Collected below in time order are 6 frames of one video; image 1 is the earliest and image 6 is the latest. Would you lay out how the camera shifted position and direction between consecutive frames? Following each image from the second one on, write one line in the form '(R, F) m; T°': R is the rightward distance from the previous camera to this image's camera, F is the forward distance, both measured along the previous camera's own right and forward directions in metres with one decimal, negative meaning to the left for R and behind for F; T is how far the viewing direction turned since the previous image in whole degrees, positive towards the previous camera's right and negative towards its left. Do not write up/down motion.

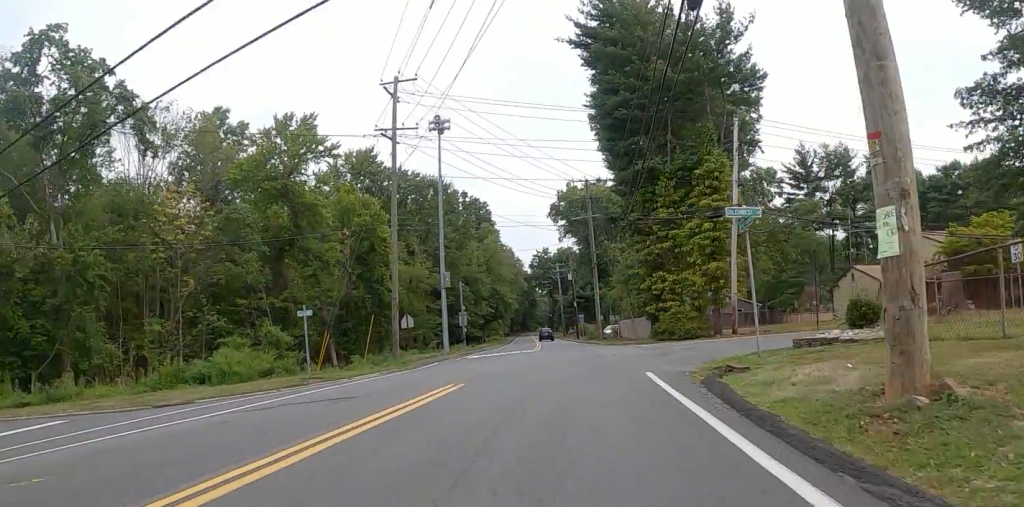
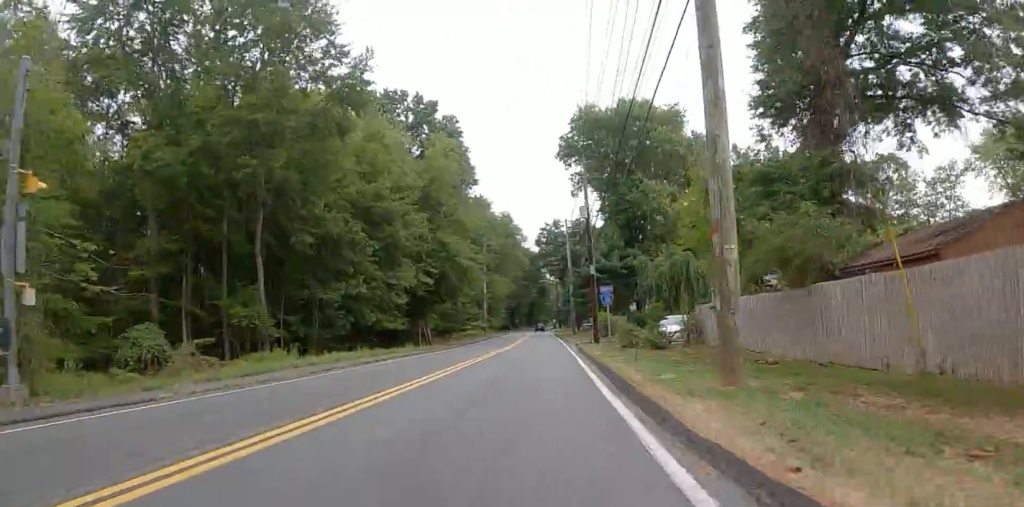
(-0.8, +41.3) m; -3°
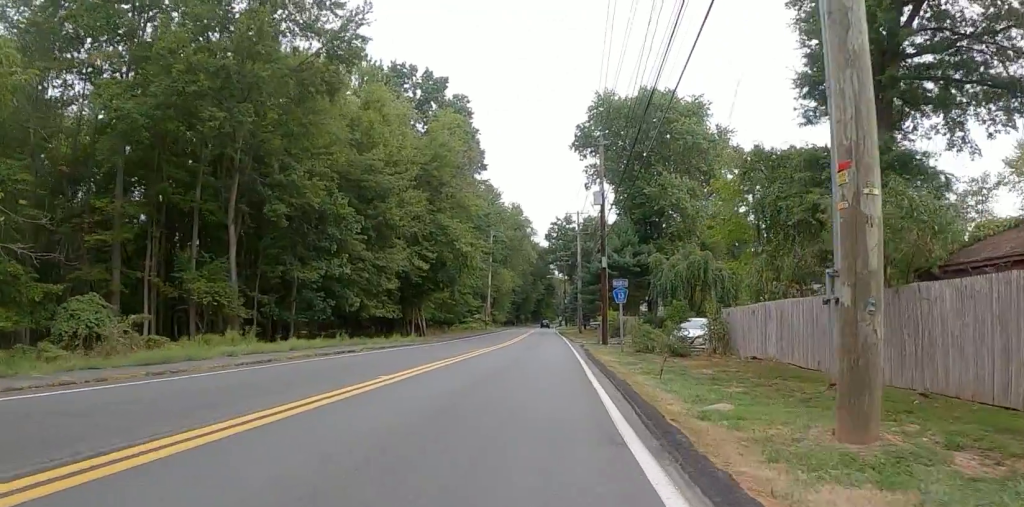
(-0.2, +4.0) m; -2°
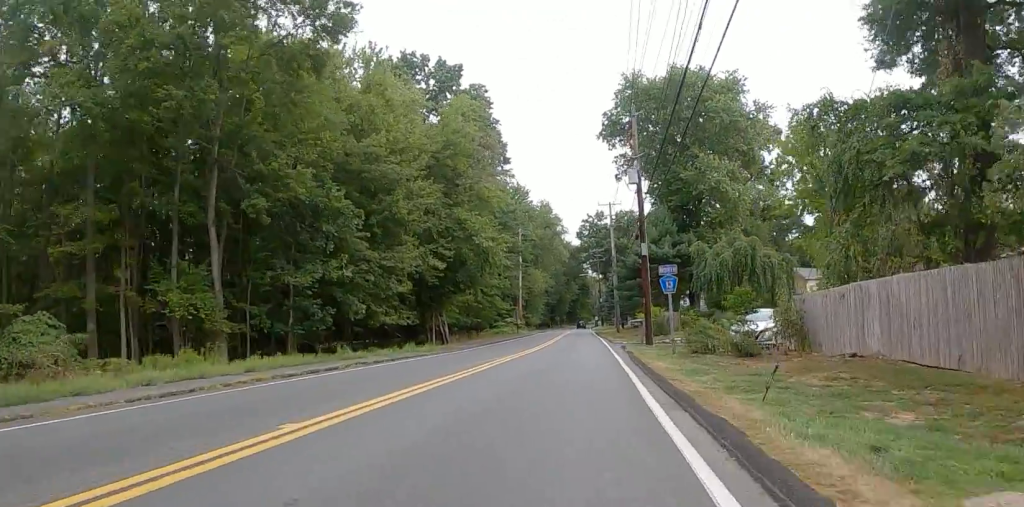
(-0.1, +4.6) m; -1°
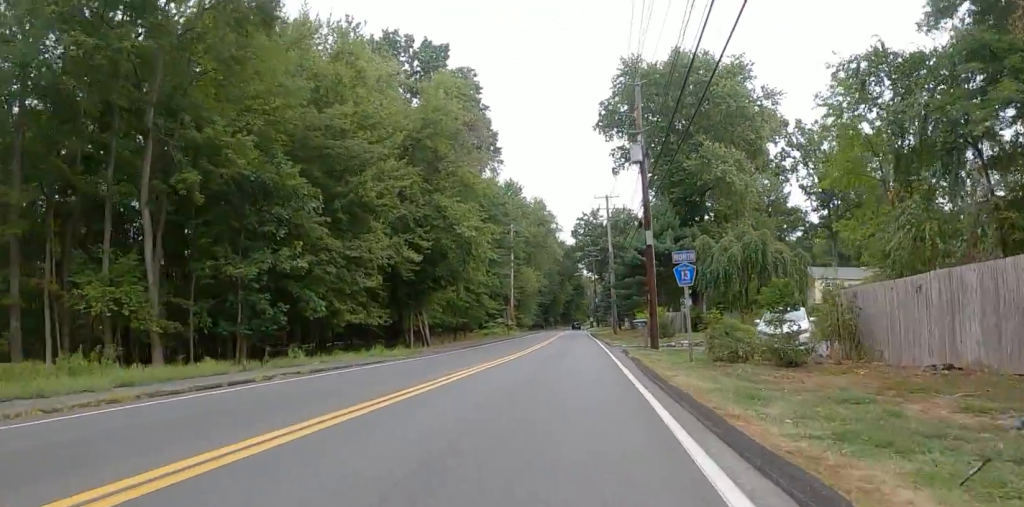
(0.0, +4.1) m; 0°
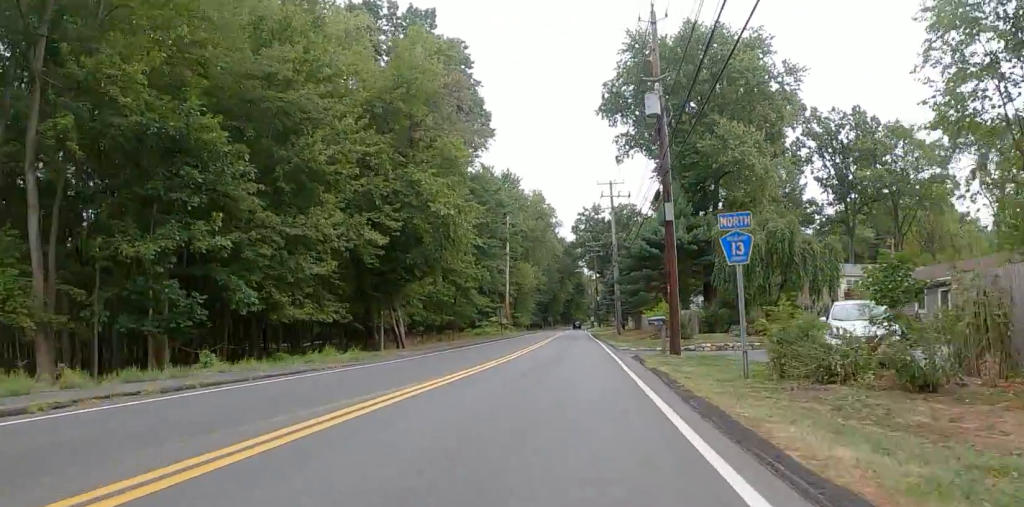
(0.0, +5.6) m; 0°
